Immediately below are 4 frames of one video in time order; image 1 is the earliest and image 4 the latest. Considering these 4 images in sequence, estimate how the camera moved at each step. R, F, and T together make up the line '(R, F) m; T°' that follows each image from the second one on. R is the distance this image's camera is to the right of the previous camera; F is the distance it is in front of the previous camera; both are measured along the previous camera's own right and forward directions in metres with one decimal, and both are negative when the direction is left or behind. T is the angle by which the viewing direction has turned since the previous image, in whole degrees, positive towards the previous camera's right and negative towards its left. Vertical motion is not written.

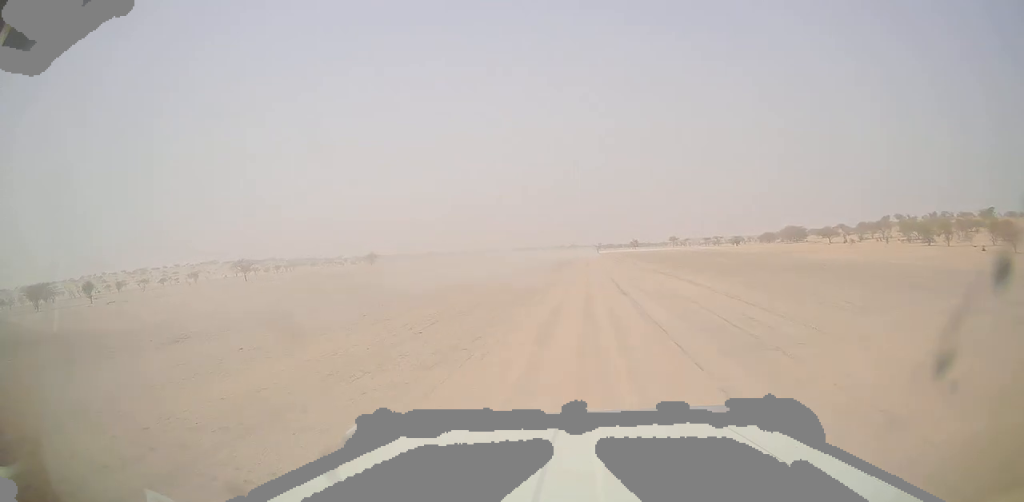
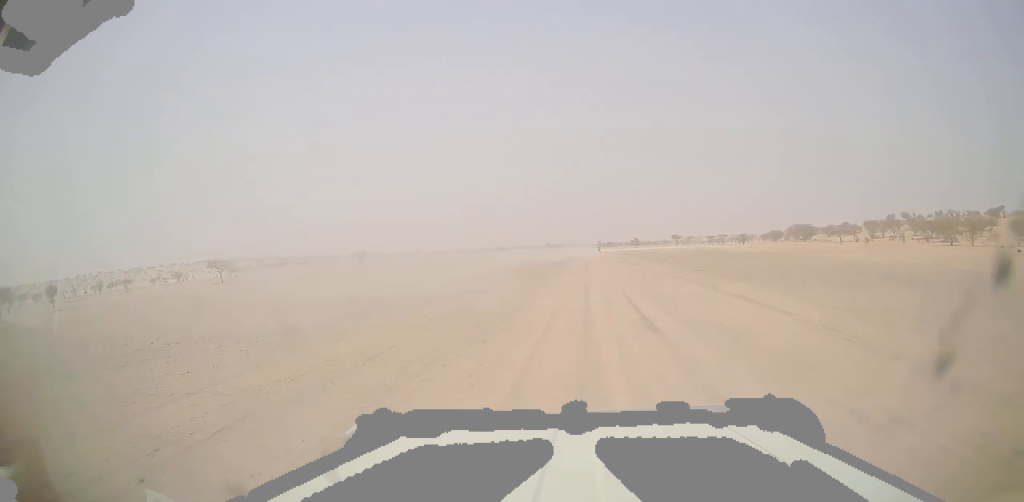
(0.0, +9.2) m; 0°
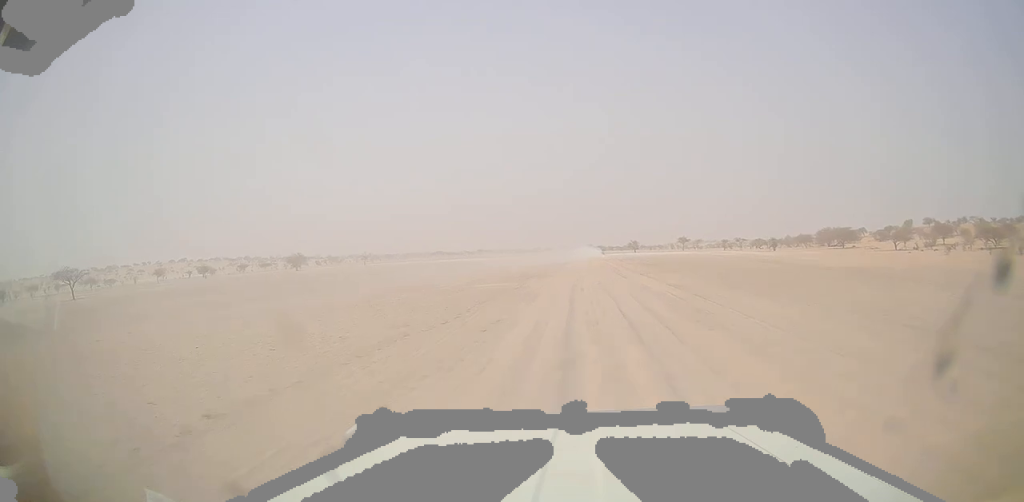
(+0.1, +41.2) m; +1°
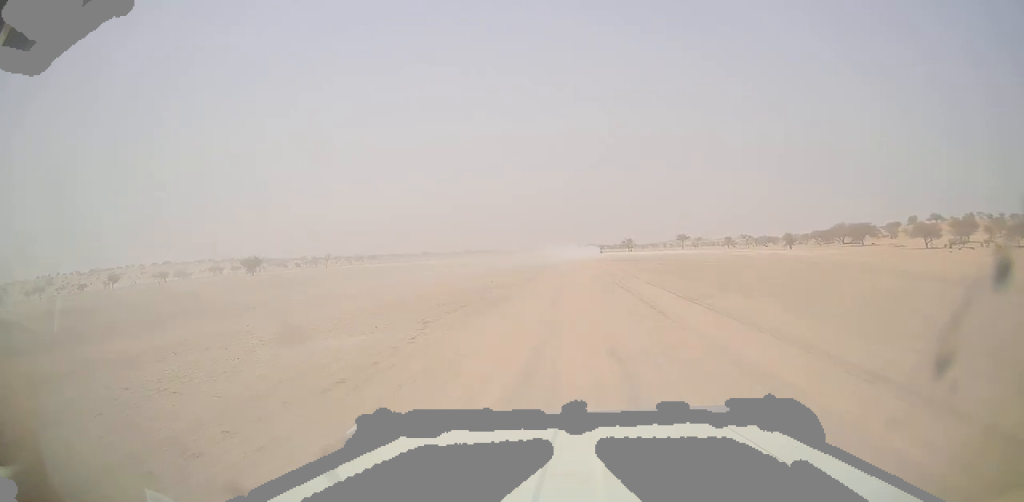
(+0.2, +19.4) m; +1°
